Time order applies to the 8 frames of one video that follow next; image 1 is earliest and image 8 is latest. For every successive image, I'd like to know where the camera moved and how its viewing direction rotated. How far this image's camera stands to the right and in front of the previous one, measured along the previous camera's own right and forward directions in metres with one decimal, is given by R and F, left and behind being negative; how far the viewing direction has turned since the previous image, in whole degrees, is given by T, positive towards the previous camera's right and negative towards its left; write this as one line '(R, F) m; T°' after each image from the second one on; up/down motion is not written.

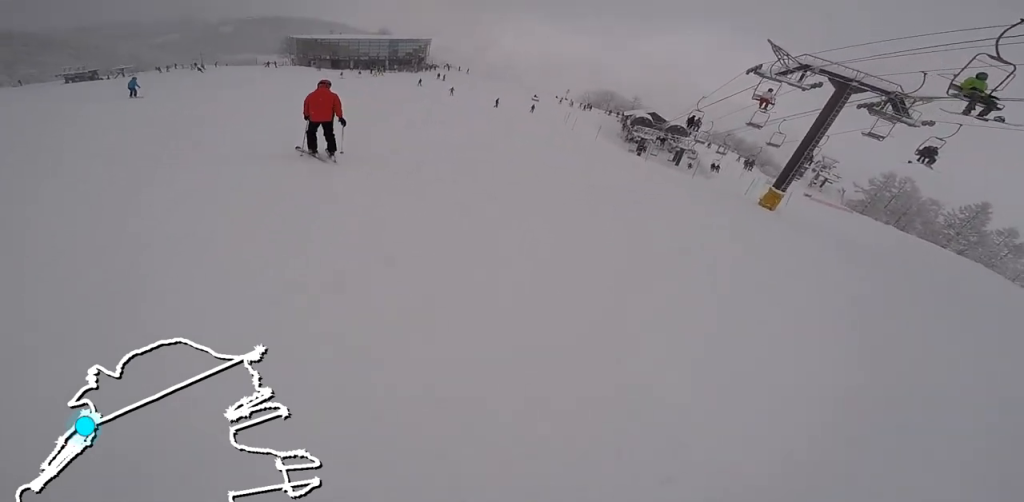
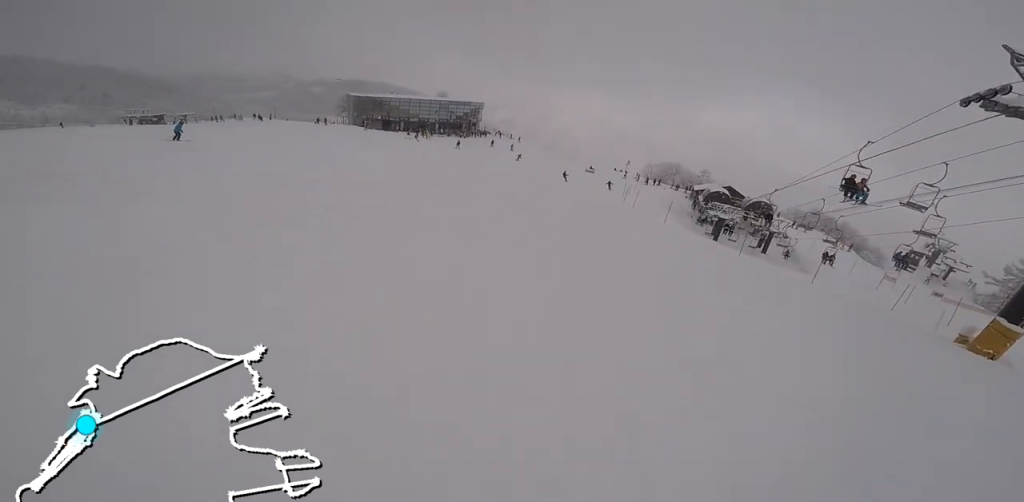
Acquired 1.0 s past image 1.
(-0.9, +11.1) m; -5°
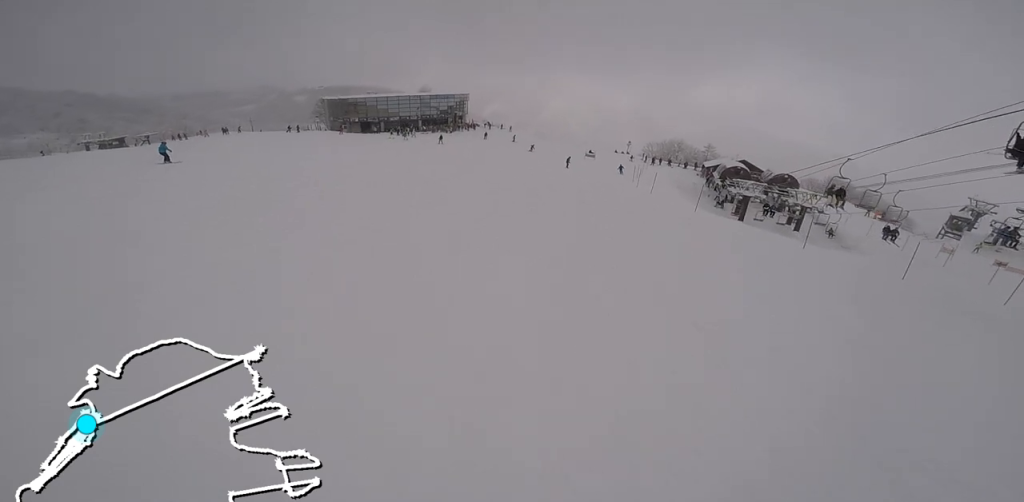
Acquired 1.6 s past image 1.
(0.0, +6.1) m; 0°
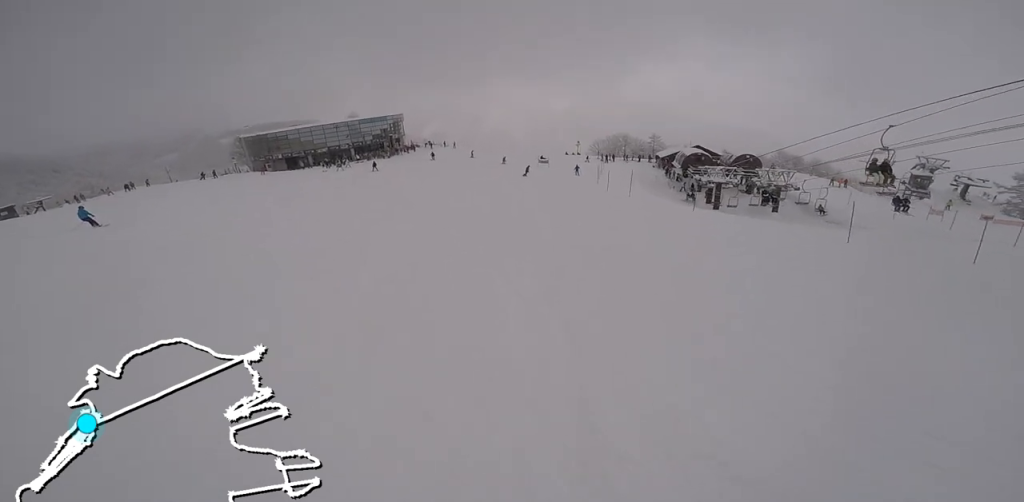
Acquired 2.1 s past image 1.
(0.0, +5.7) m; 0°
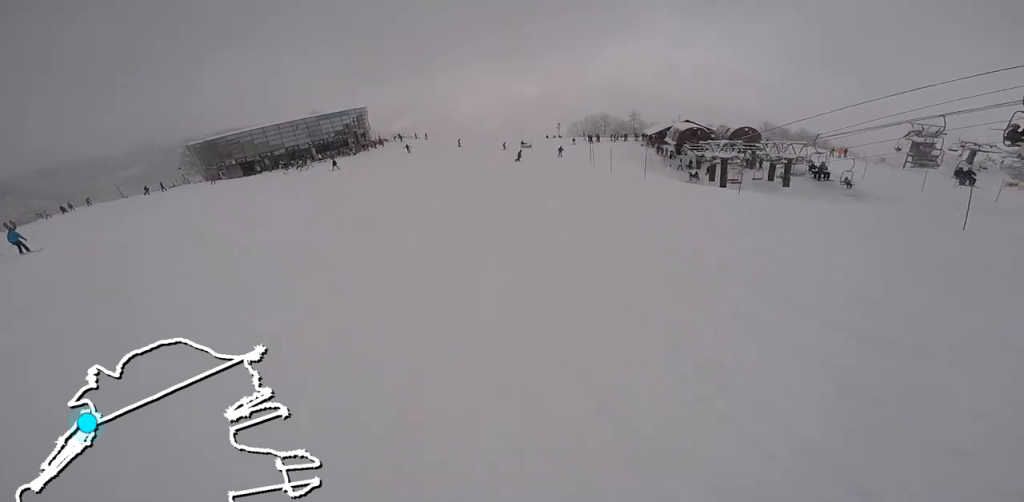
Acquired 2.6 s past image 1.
(0.0, +5.1) m; 0°
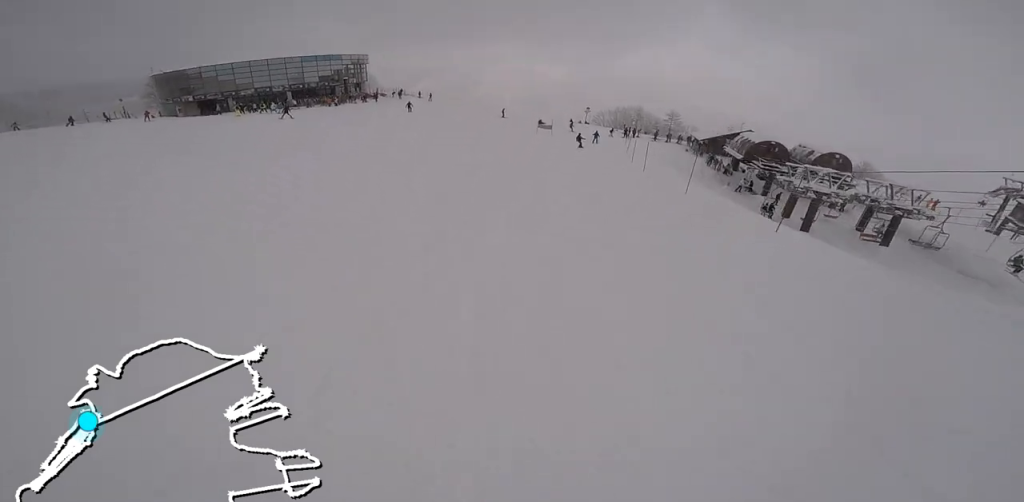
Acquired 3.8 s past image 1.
(0.0, +12.2) m; 0°
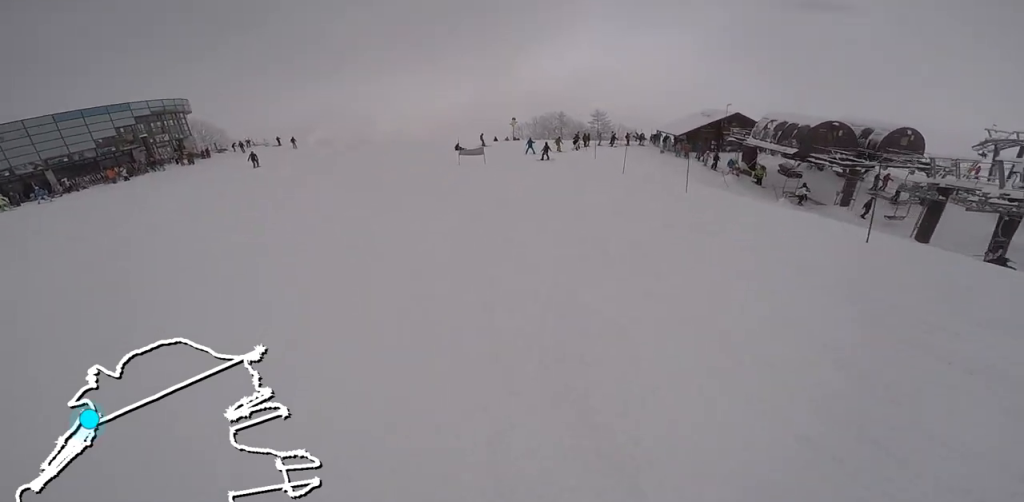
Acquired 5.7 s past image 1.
(+2.8, +17.7) m; +26°
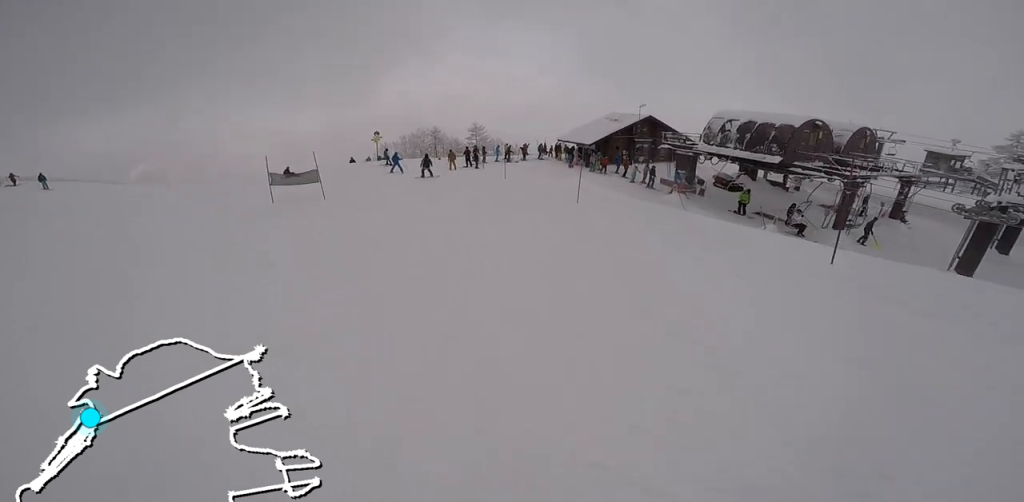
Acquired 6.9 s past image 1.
(+1.6, +9.9) m; -1°
